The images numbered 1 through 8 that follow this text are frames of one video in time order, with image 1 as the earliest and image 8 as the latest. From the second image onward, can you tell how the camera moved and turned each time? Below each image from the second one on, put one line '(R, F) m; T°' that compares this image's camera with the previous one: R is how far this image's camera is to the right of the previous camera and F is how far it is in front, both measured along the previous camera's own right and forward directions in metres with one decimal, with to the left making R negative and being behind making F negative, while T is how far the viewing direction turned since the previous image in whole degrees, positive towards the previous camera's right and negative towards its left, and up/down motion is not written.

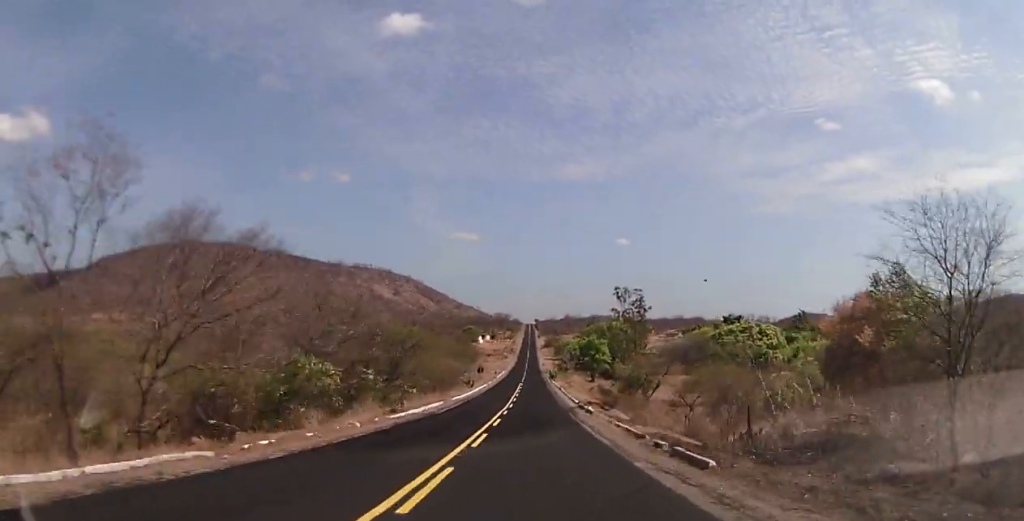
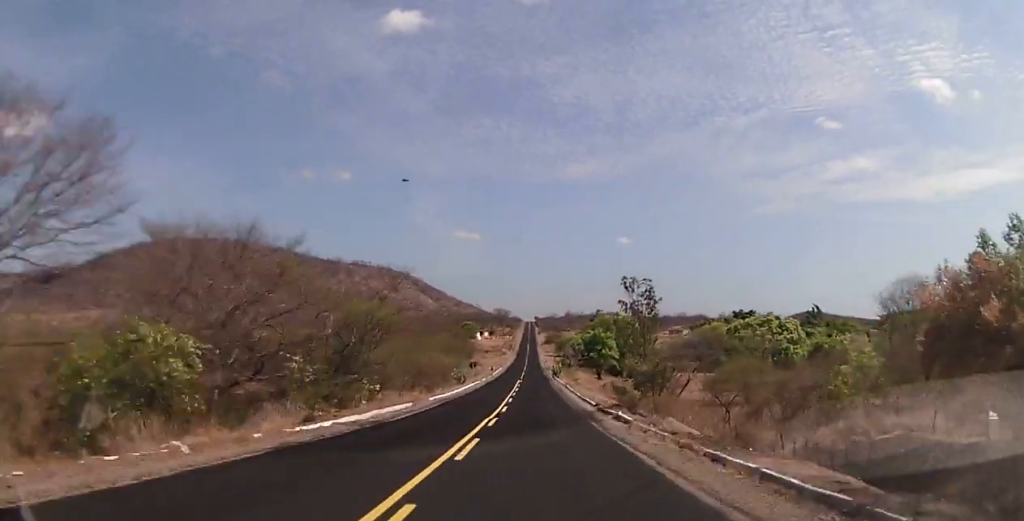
(0.0, +11.6) m; 0°
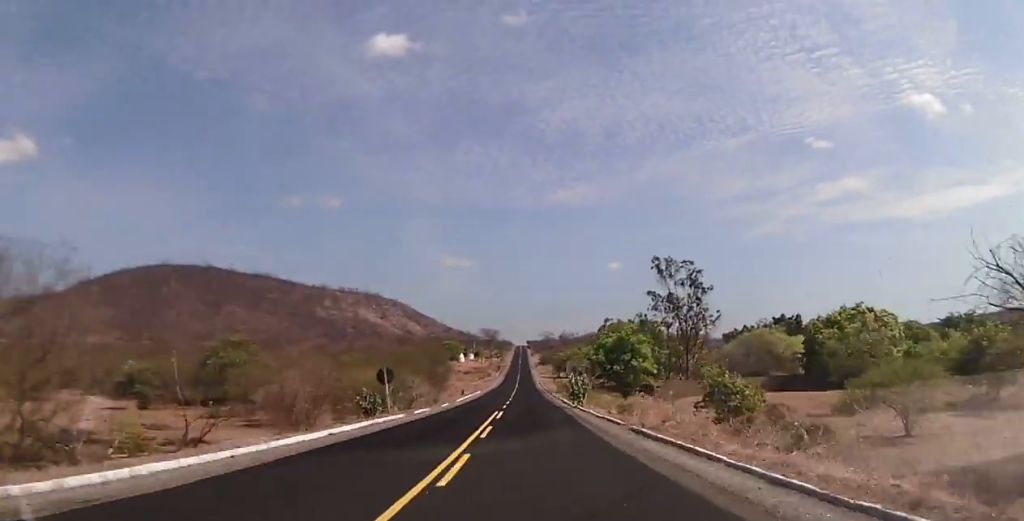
(-0.1, +40.7) m; 0°
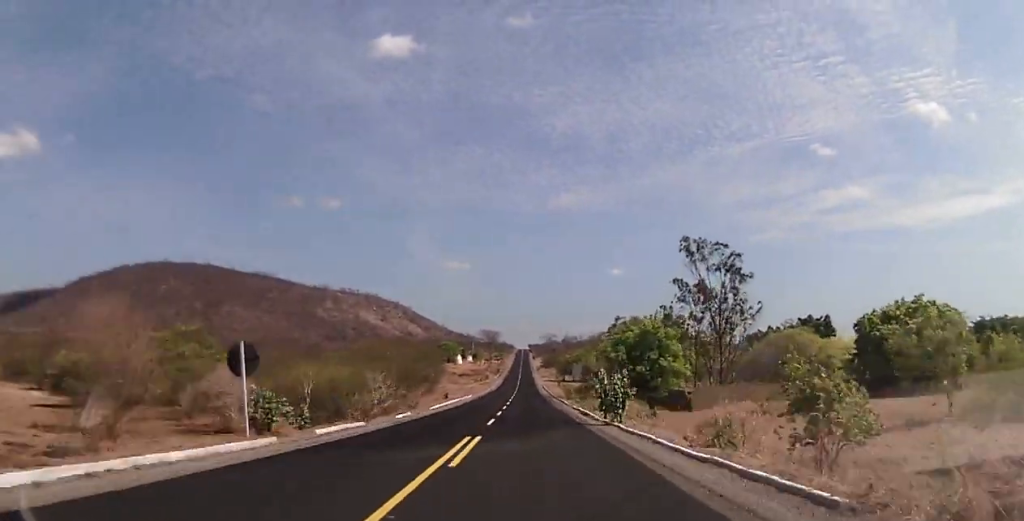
(+0.1, +15.8) m; 0°
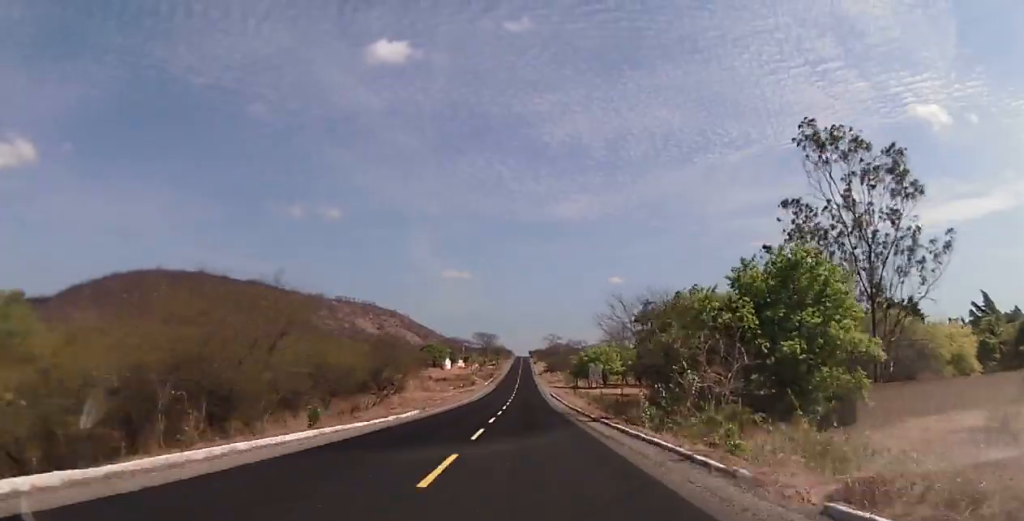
(-0.3, +36.5) m; 0°
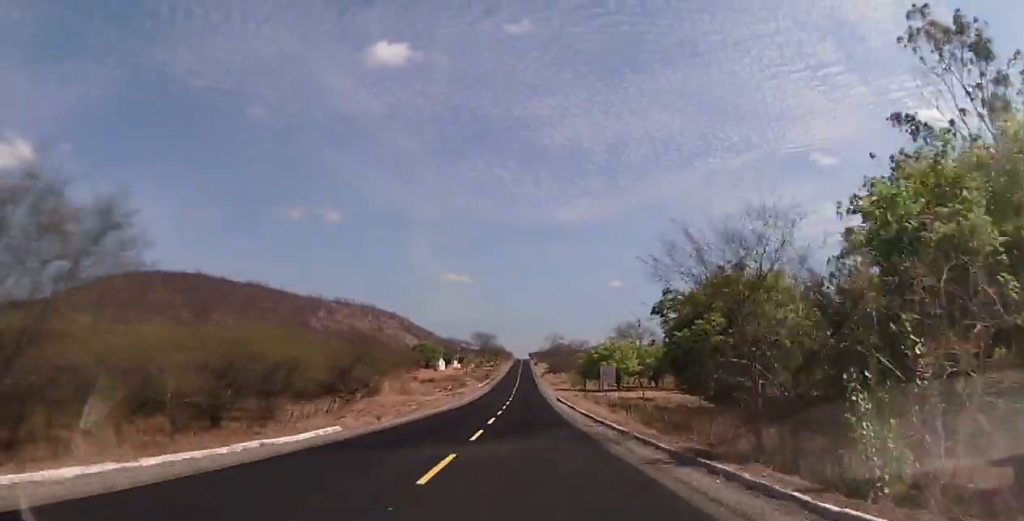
(-0.2, +15.6) m; 0°
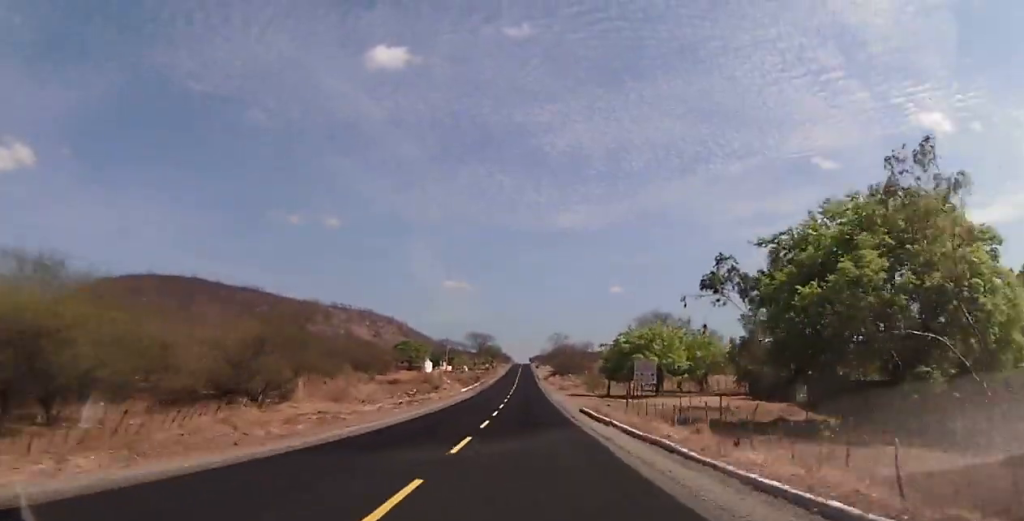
(+0.7, +27.8) m; 0°
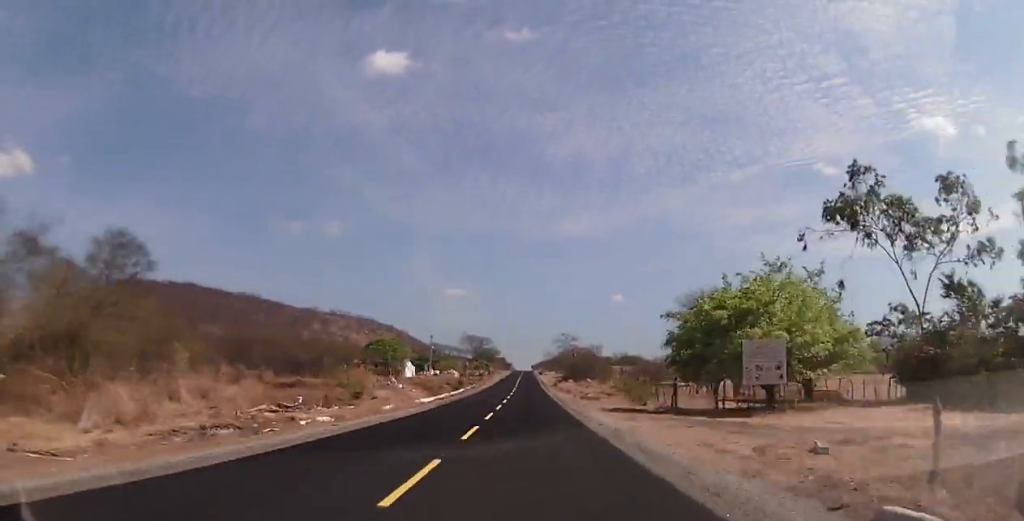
(-0.6, +30.8) m; 0°
